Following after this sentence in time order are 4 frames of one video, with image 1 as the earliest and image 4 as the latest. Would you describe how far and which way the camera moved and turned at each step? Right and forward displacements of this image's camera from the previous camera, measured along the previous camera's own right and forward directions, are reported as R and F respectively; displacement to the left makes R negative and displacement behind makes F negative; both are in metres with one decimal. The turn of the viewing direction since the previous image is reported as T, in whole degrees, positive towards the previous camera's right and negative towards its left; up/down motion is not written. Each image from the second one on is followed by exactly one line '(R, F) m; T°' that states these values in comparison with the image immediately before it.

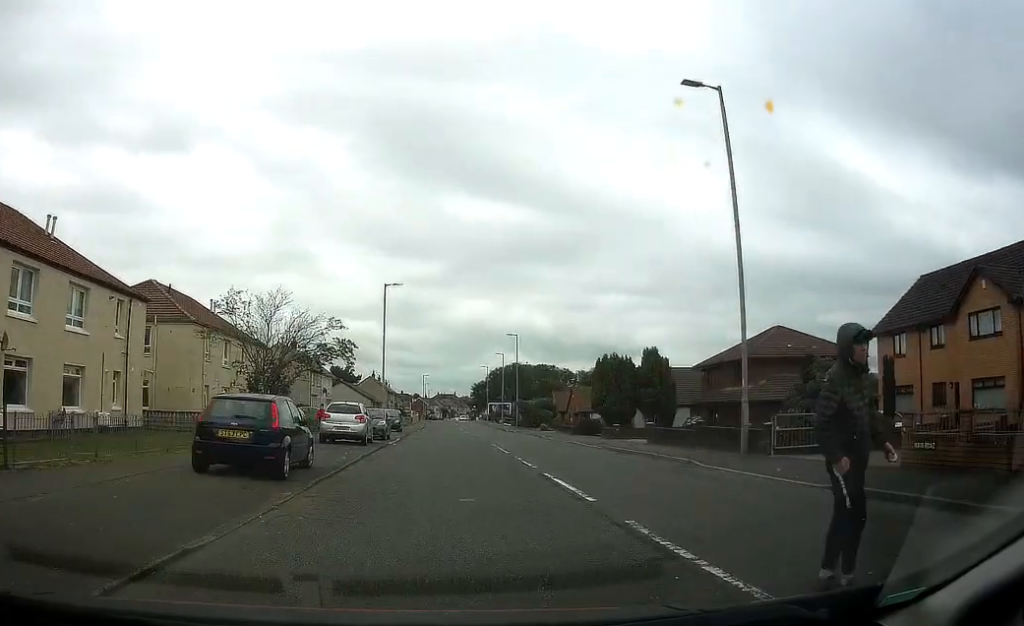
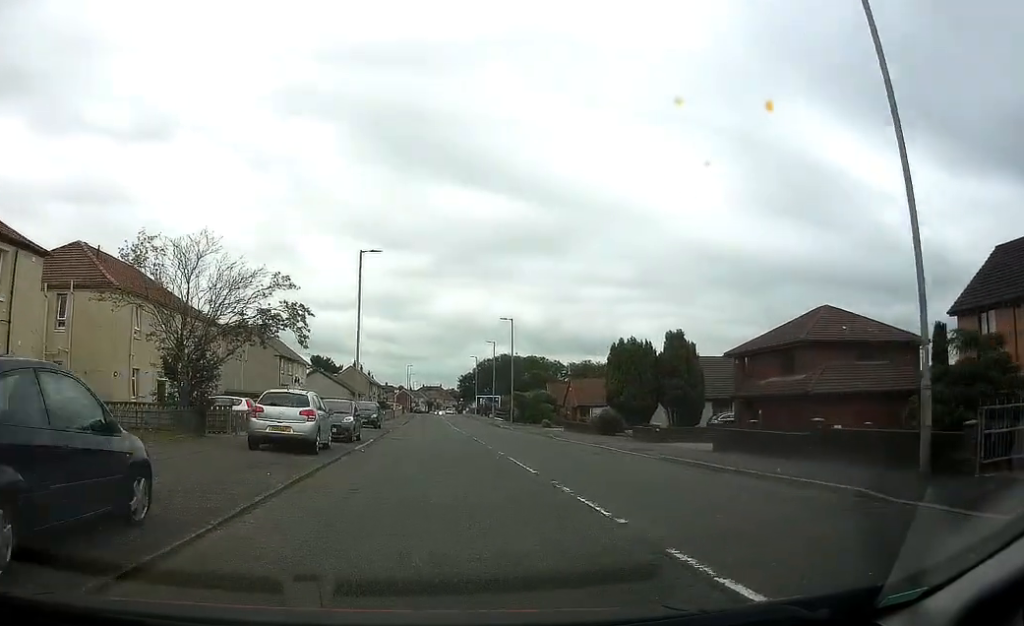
(+0.1, +8.0) m; +2°
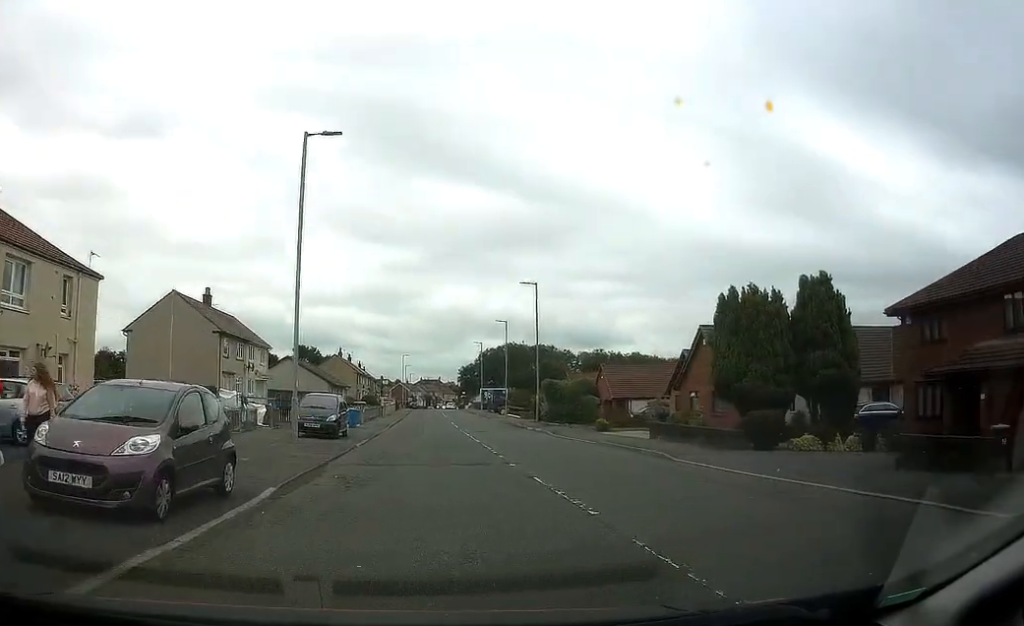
(+0.1, +17.4) m; -1°
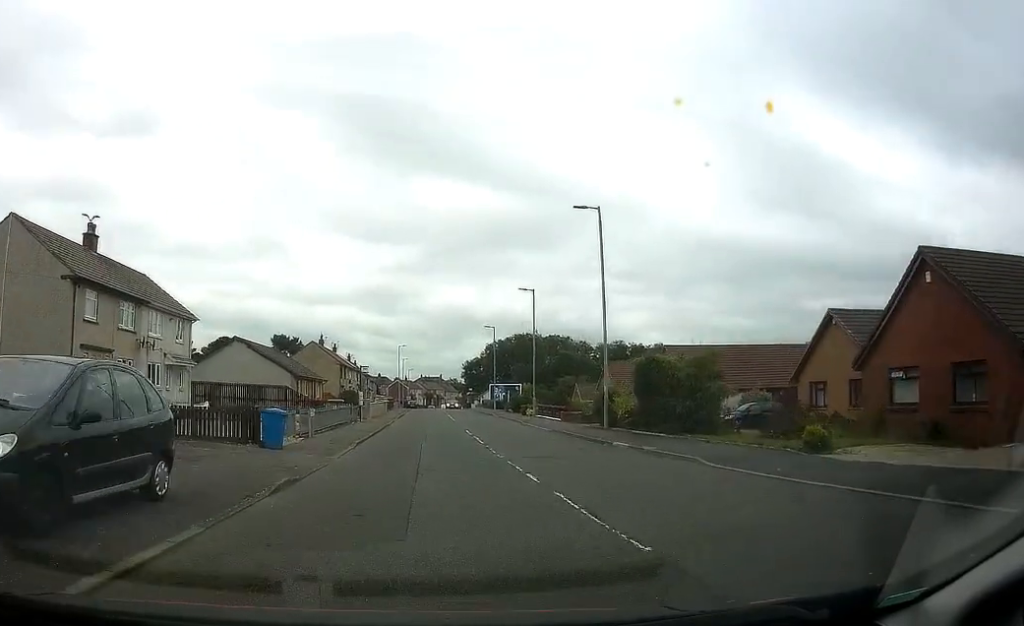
(+0.2, +19.6) m; 0°
